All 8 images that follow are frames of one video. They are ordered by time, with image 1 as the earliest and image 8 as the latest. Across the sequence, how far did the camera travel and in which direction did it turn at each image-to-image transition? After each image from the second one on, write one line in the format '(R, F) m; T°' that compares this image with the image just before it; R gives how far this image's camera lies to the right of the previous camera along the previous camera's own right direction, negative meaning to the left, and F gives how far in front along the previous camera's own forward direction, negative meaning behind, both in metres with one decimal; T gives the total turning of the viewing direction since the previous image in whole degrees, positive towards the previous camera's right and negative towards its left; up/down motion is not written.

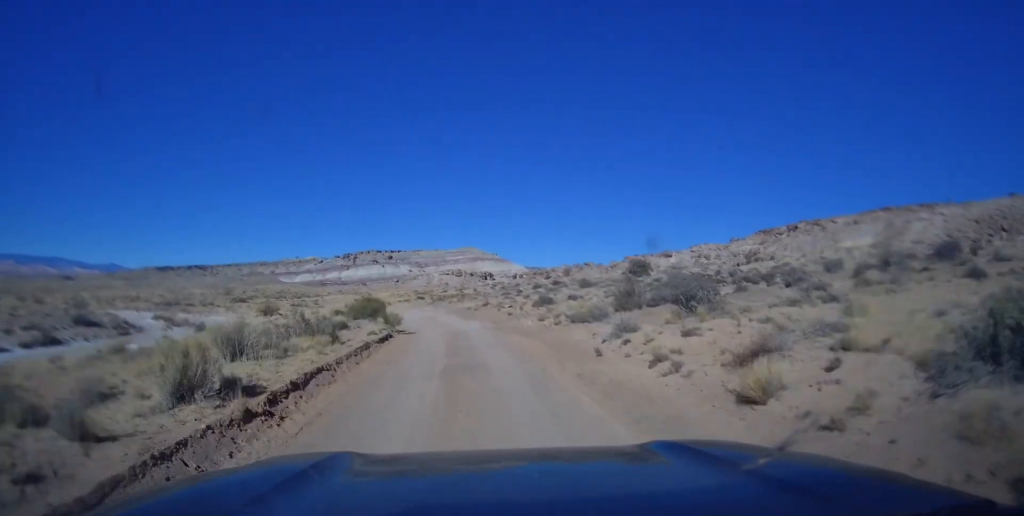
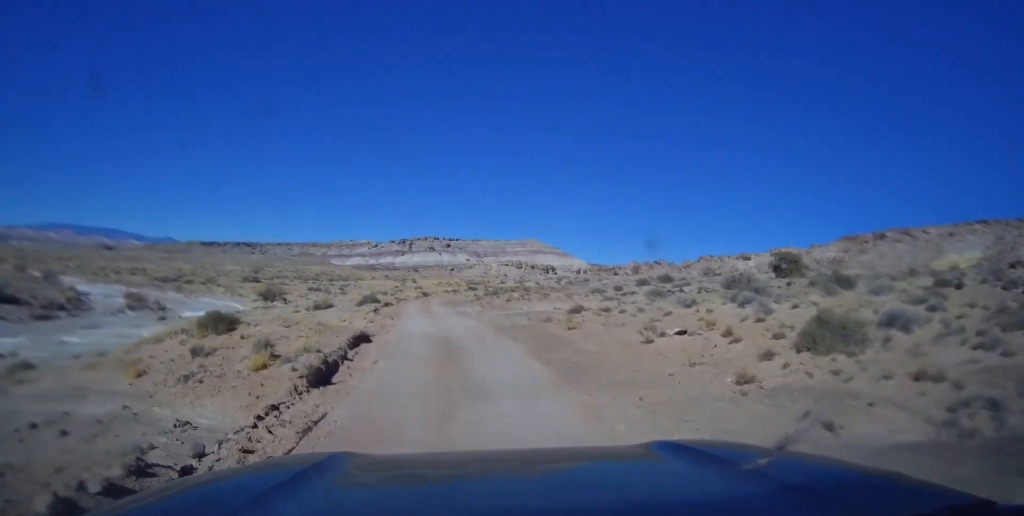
(-0.8, +28.4) m; -4°
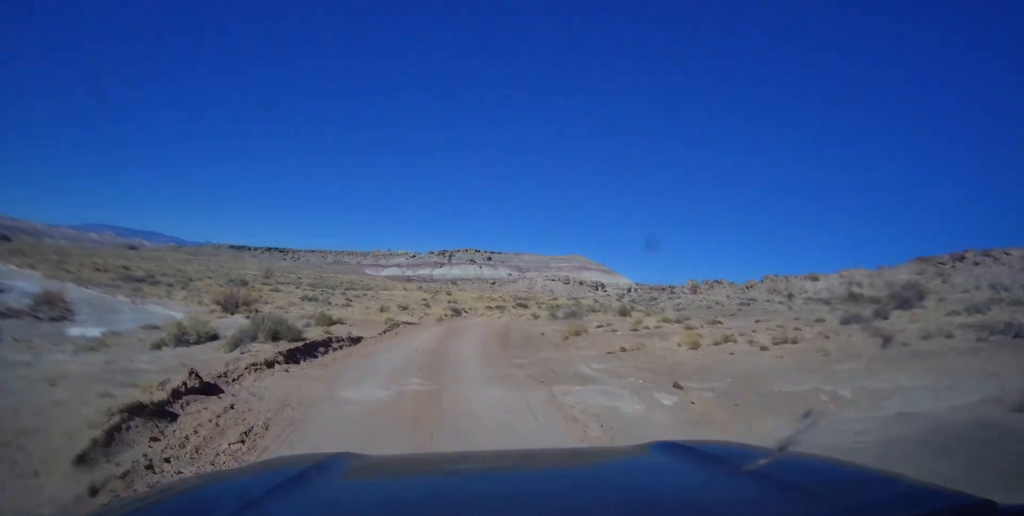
(-1.8, +30.7) m; -5°
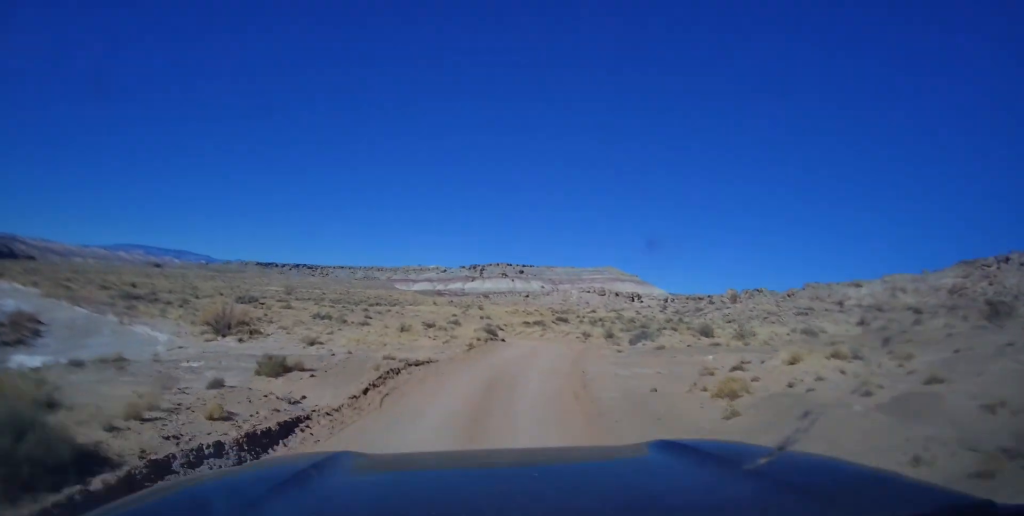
(-0.2, +12.2) m; -1°
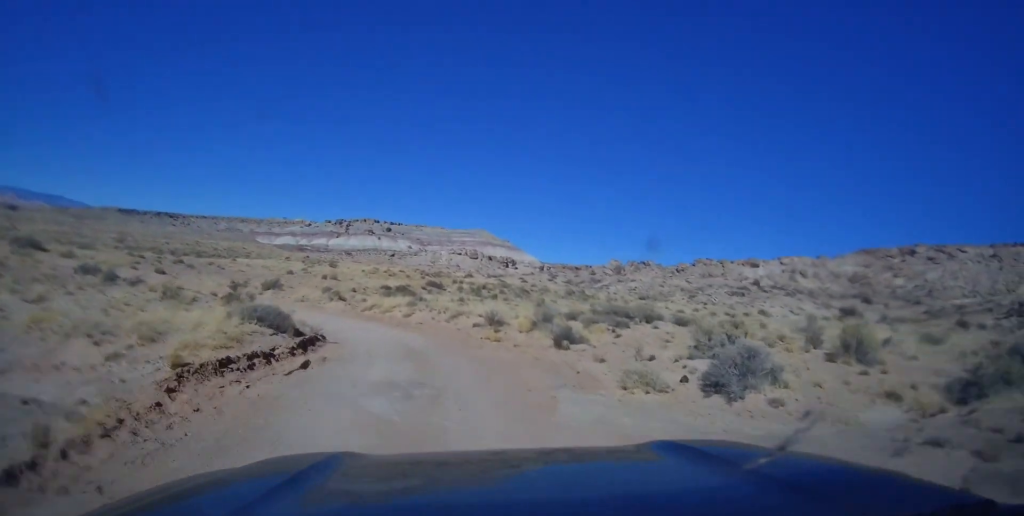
(+0.1, +27.7) m; +2°
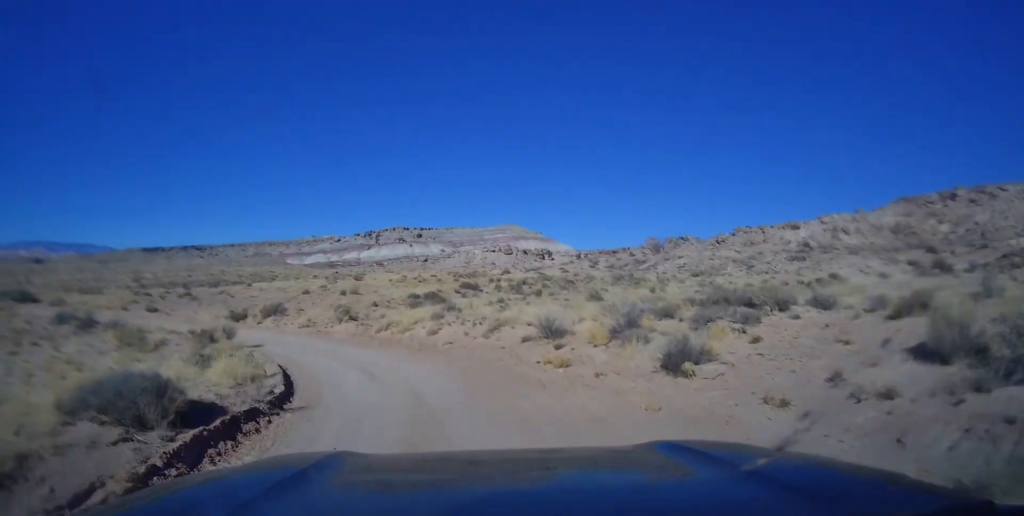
(0.0, +9.2) m; +1°
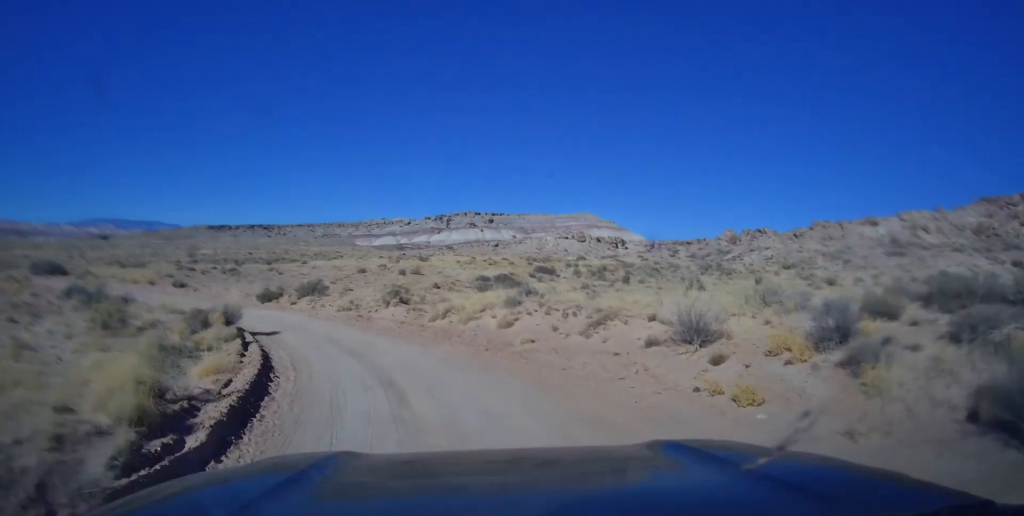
(+0.2, +8.1) m; -3°
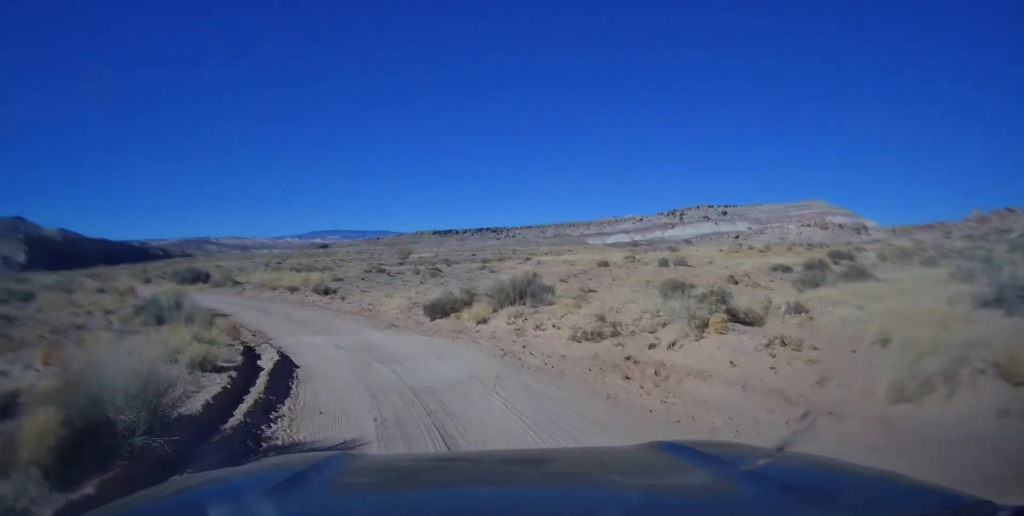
(-0.1, +16.6) m; -11°
